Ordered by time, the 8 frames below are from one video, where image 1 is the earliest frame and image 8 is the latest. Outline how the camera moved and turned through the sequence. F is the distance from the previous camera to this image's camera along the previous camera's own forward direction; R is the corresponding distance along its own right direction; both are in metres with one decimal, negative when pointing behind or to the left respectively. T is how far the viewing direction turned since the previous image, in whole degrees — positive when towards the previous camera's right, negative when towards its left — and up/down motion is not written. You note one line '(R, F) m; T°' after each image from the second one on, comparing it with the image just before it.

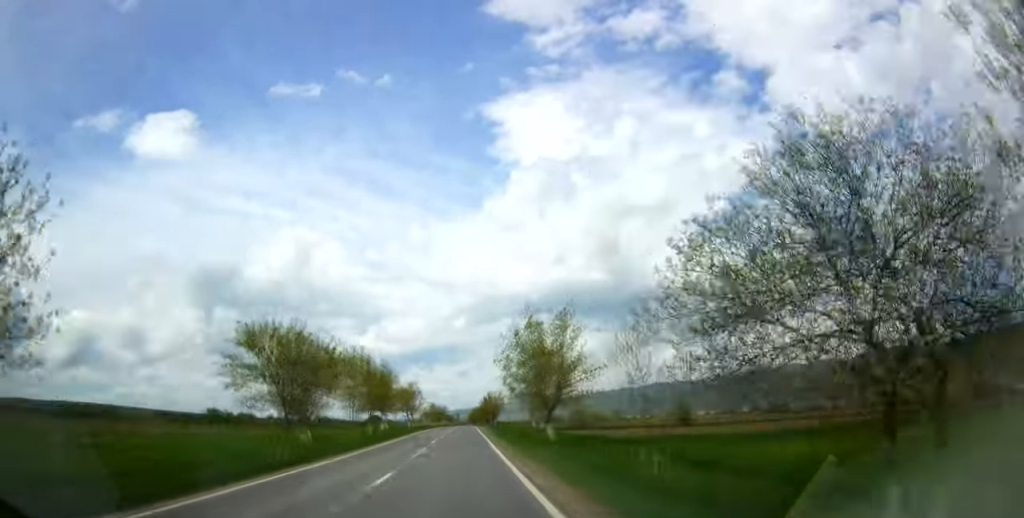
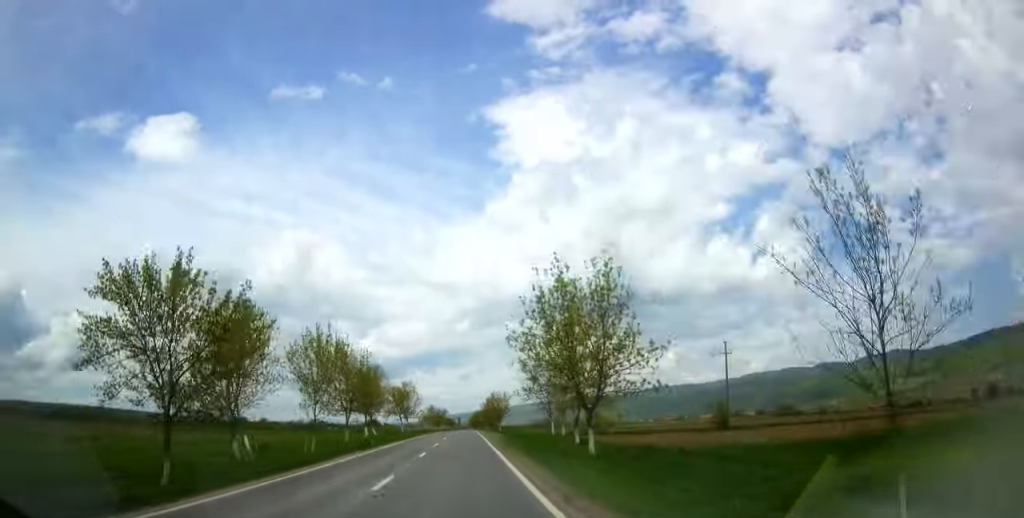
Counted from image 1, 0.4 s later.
(+0.1, +12.2) m; 0°
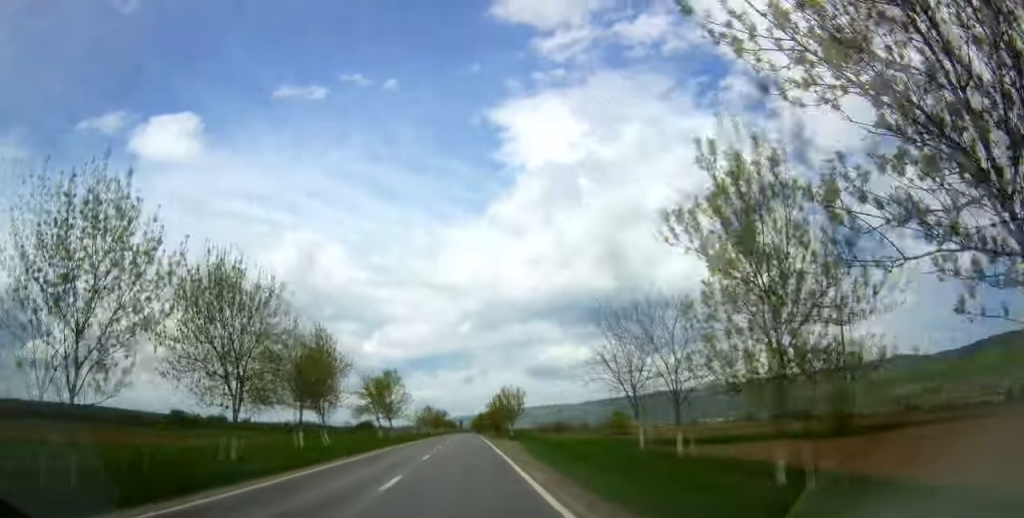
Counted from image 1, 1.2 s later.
(+0.2, +24.3) m; 0°
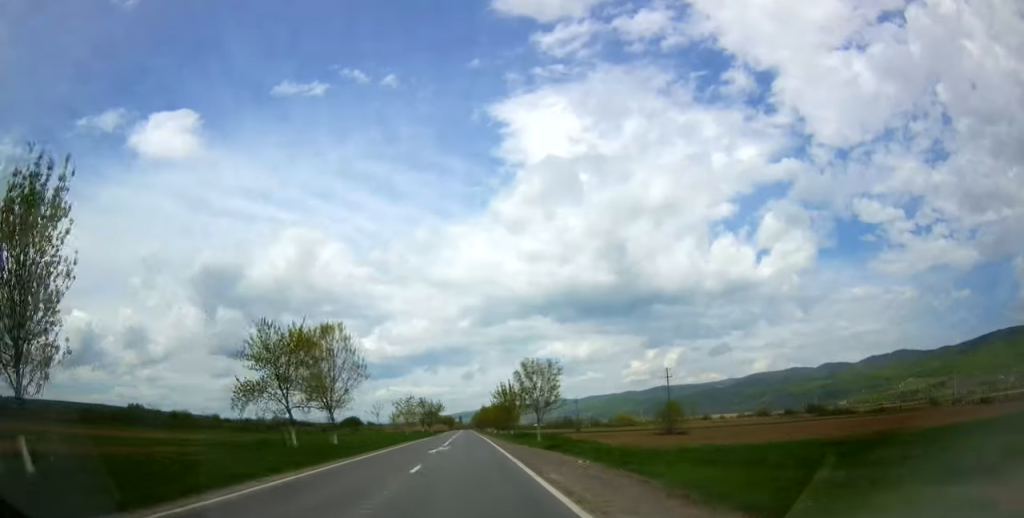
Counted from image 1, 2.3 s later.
(-0.3, +32.5) m; 0°
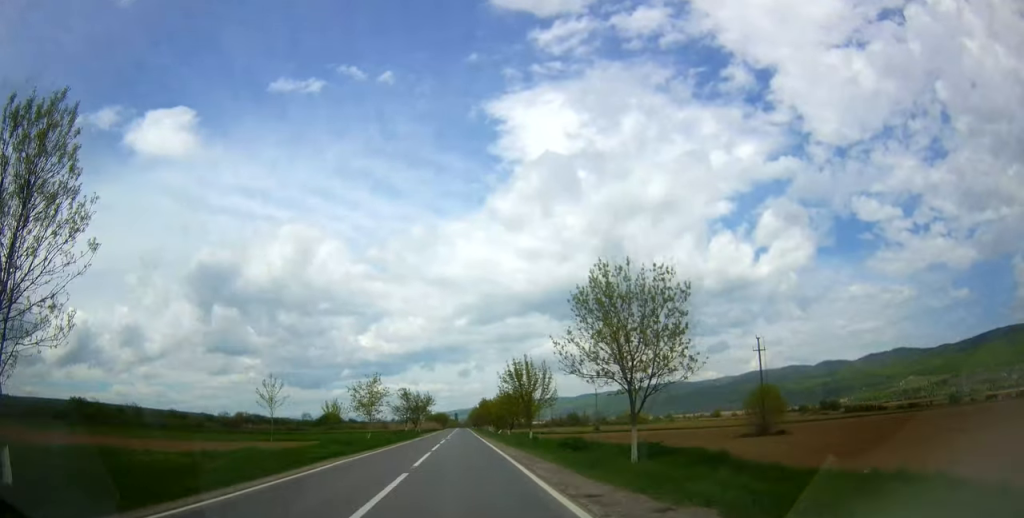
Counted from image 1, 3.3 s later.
(+0.1, +30.9) m; 0°
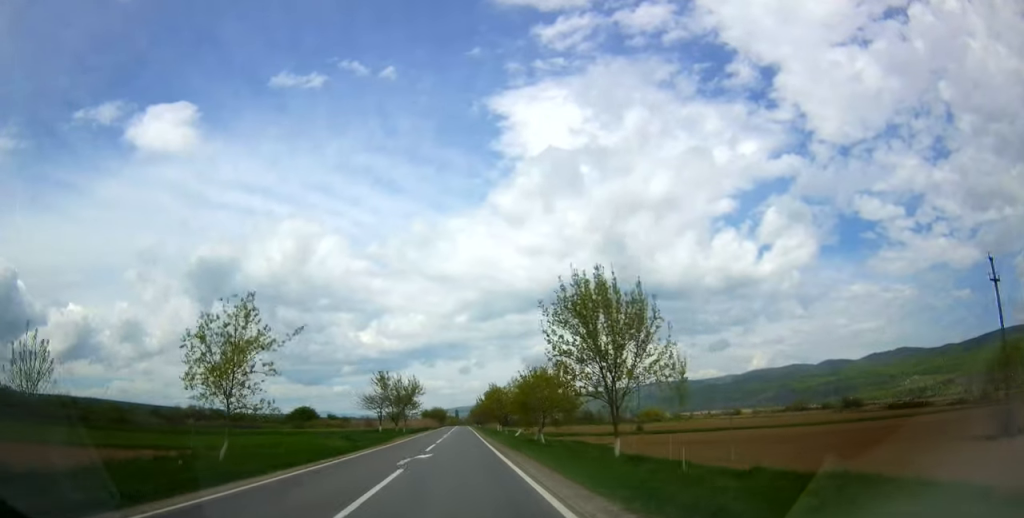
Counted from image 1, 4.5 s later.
(+0.1, +35.4) m; 0°
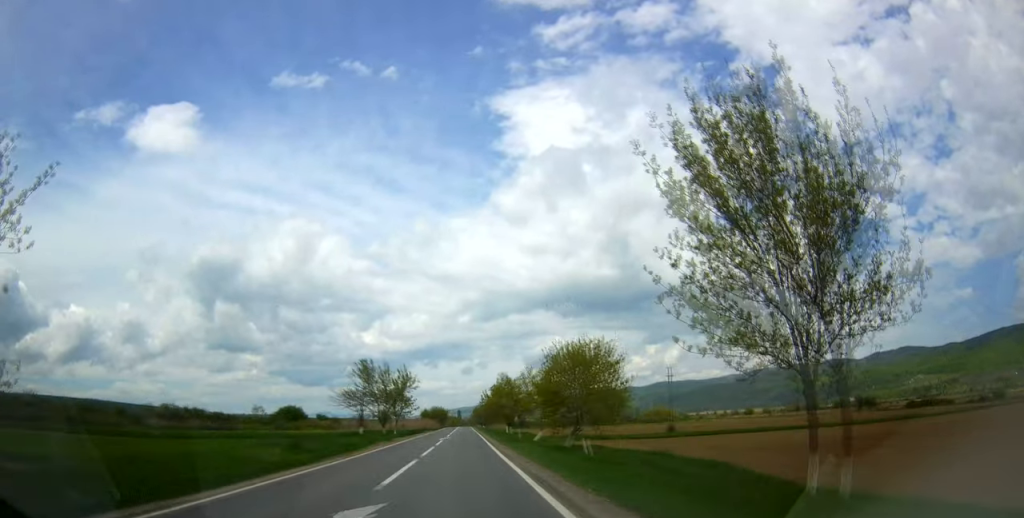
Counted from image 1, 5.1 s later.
(-0.2, +16.4) m; 0°
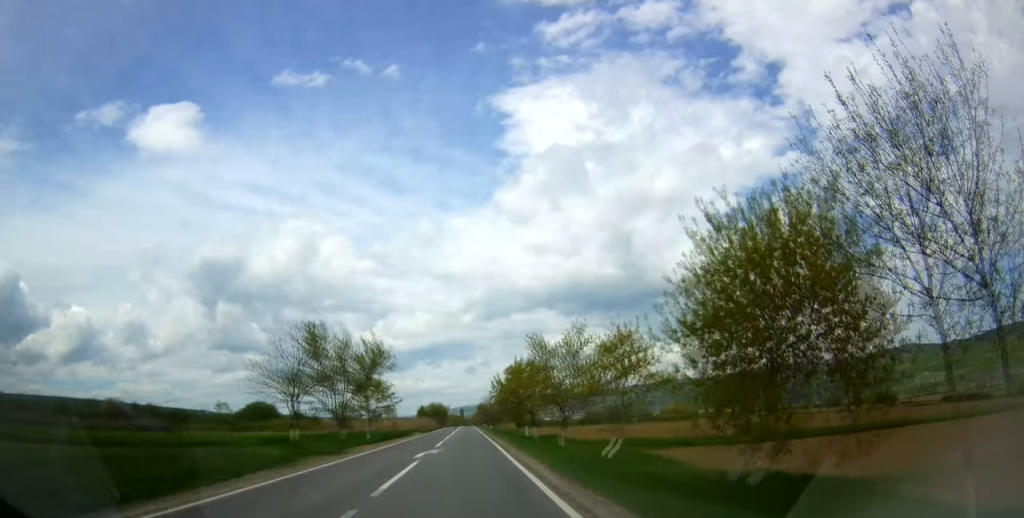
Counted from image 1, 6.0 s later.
(+0.3, +25.5) m; 0°
